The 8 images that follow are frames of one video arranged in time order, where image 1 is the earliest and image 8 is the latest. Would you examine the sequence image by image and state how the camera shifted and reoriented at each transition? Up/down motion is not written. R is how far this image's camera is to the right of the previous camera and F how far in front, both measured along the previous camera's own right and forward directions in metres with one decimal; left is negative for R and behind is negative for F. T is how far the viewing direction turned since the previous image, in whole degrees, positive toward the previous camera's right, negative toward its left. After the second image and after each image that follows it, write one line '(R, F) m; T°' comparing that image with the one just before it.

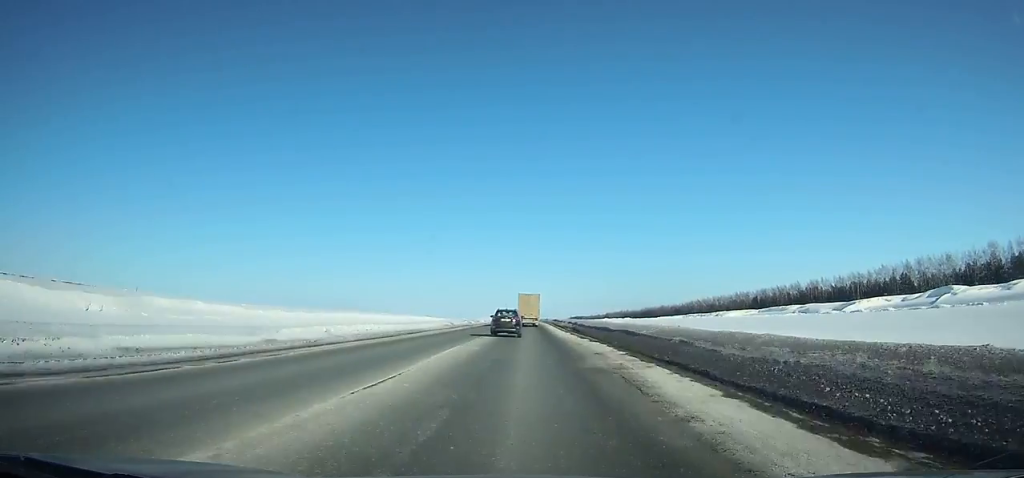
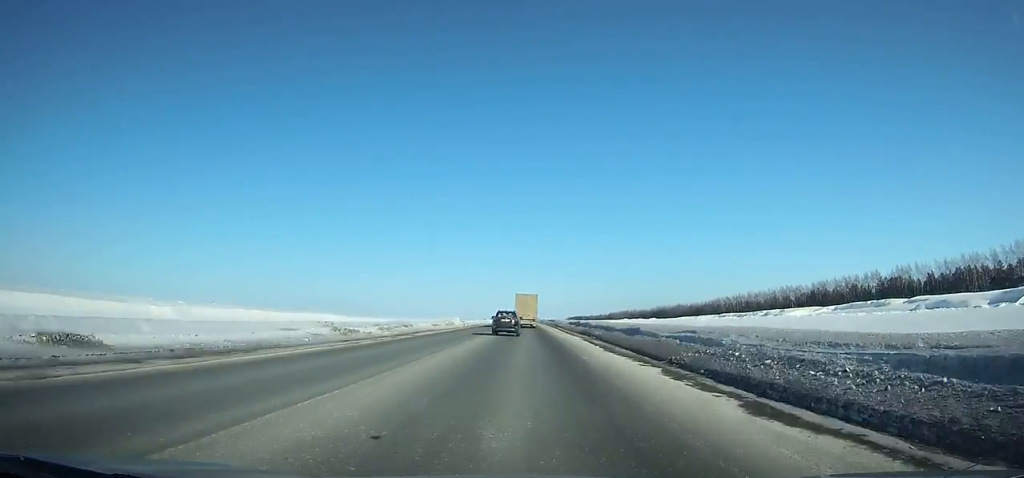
(+0.2, +68.1) m; 0°
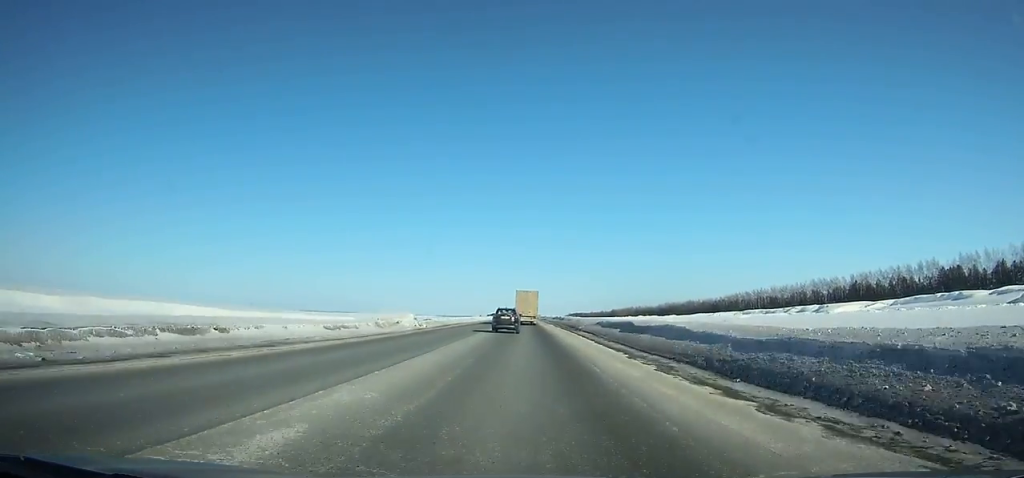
(0.0, +33.0) m; 0°
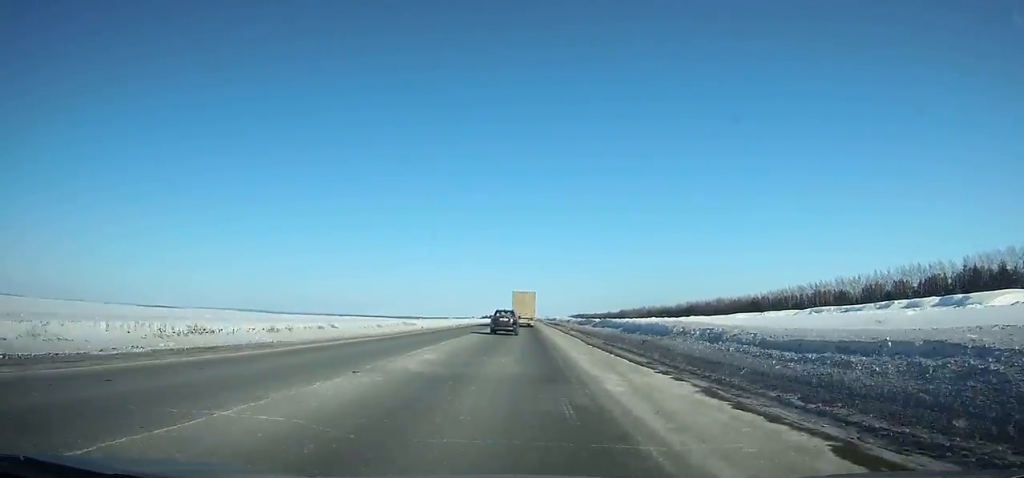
(0.0, +63.4) m; 0°
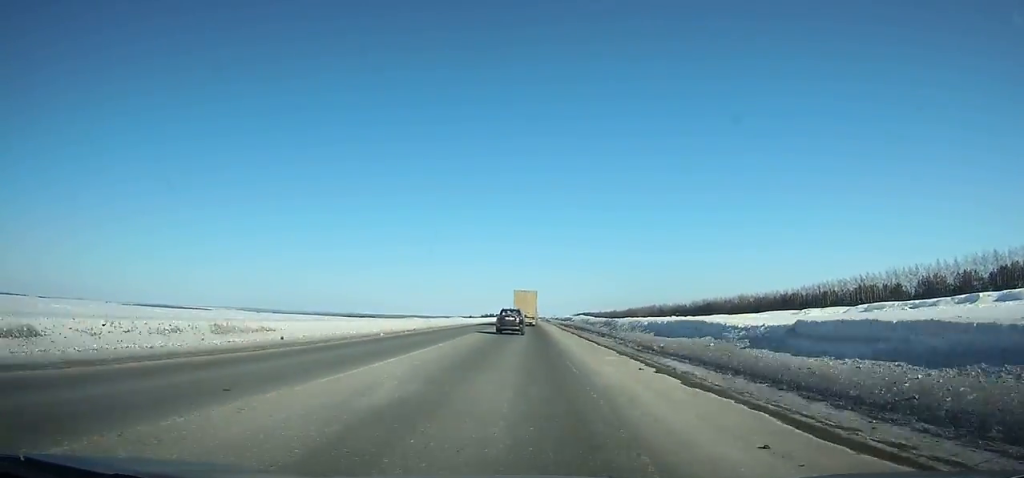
(0.0, +34.6) m; 0°
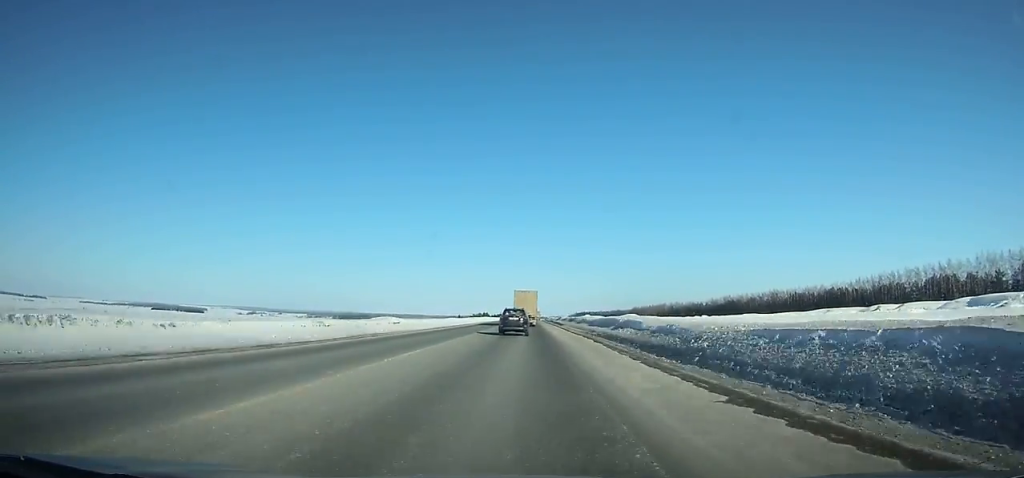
(-0.1, +47.3) m; 0°
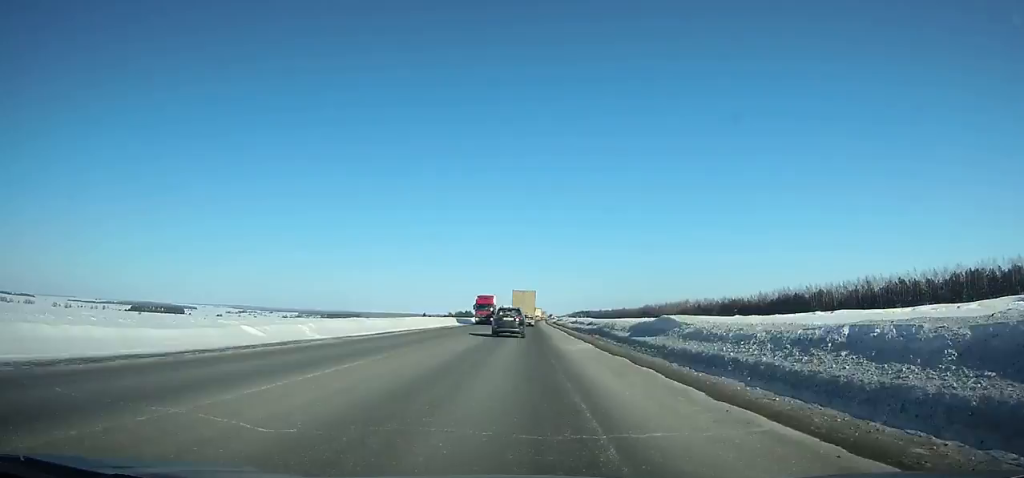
(+0.2, +87.0) m; 0°
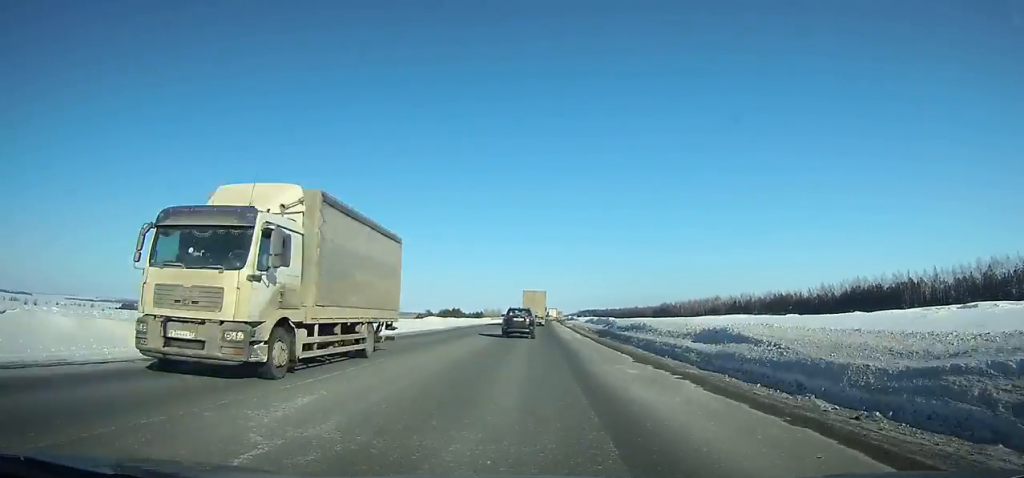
(+0.2, +63.0) m; +1°
